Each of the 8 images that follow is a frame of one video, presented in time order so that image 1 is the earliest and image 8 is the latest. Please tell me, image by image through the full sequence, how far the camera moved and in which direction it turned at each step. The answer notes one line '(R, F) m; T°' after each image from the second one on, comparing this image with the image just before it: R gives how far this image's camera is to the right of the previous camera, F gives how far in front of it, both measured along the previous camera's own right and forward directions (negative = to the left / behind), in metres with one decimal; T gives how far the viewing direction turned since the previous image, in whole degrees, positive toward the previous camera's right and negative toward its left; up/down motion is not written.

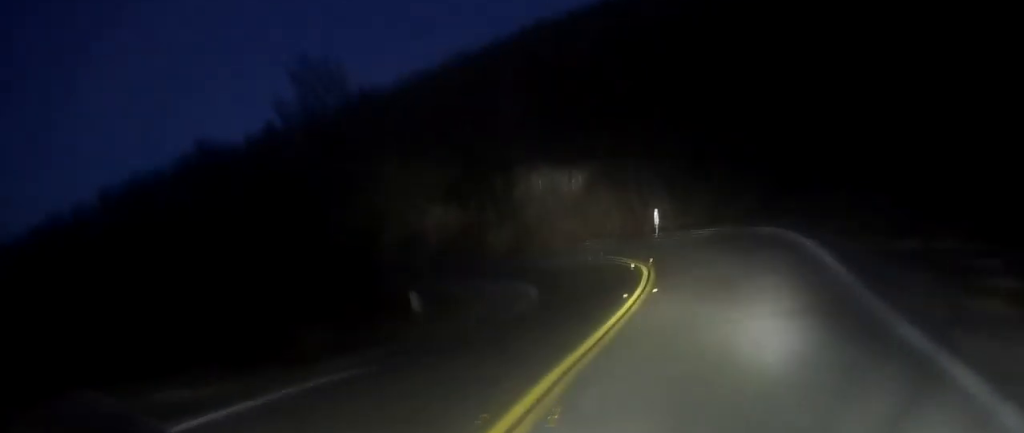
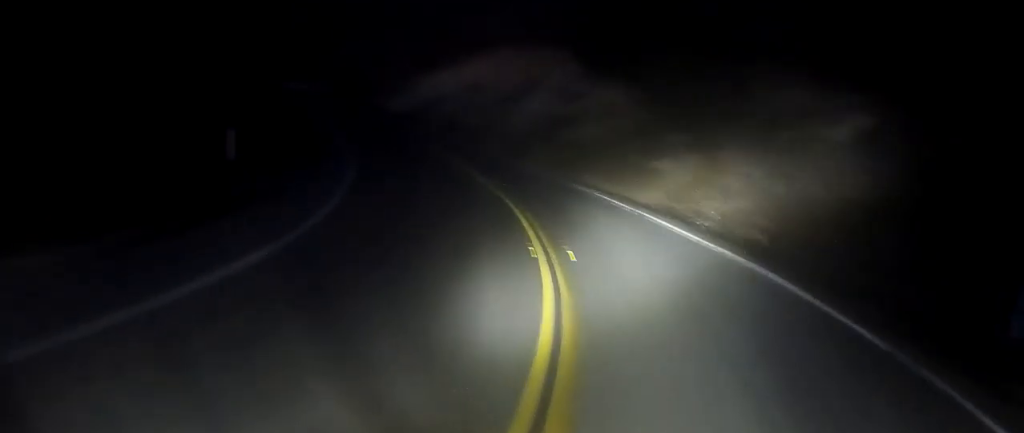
(-2.0, +24.1) m; -27°
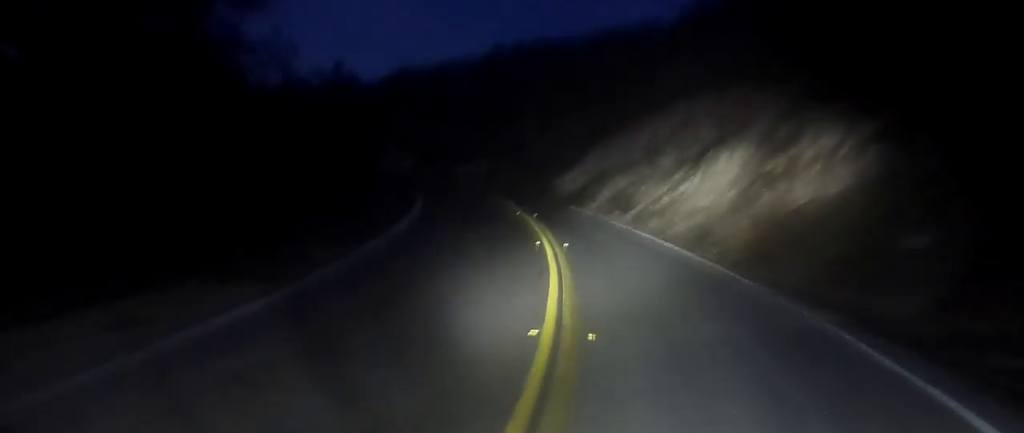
(-1.9, +10.0) m; -20°
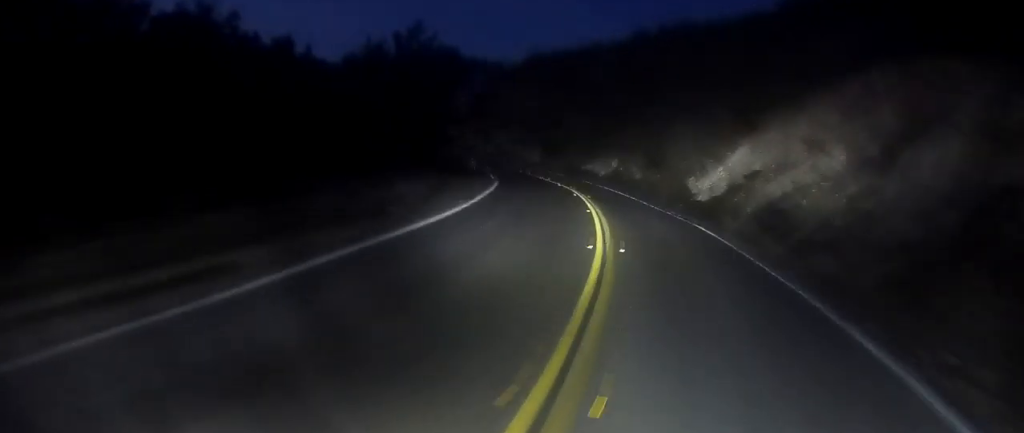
(-1.1, +10.0) m; -12°
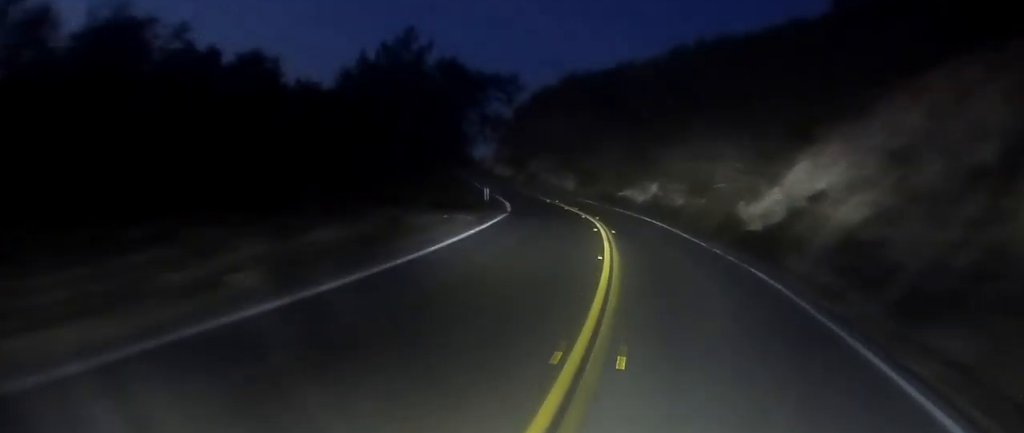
(-0.6, +6.2) m; -5°
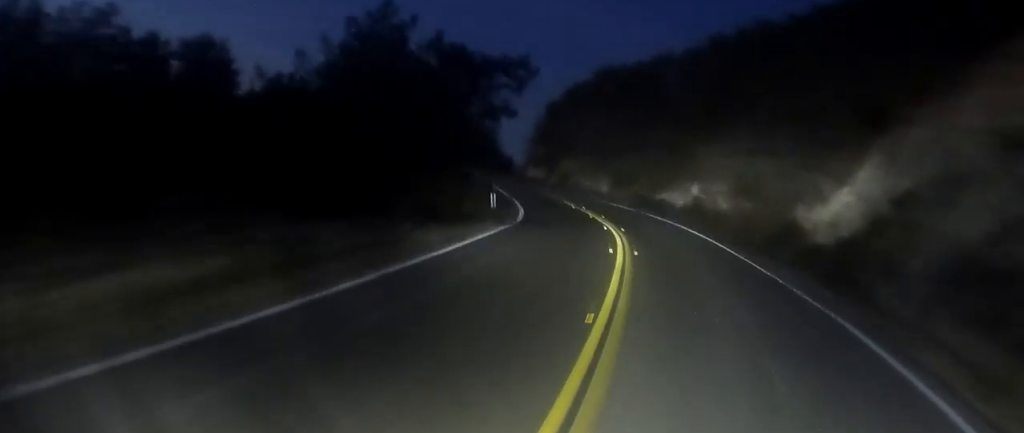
(-0.2, +5.8) m; -4°
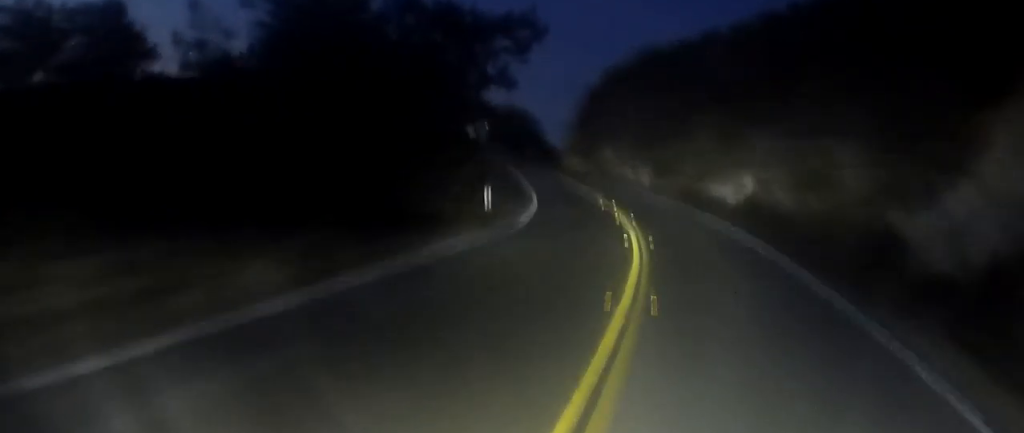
(-0.2, +6.8) m; -4°
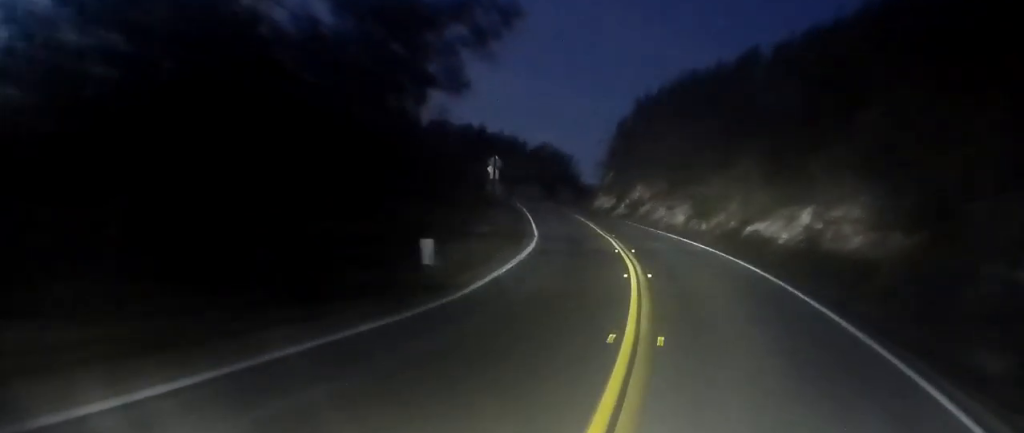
(-0.1, +7.3) m; -3°
